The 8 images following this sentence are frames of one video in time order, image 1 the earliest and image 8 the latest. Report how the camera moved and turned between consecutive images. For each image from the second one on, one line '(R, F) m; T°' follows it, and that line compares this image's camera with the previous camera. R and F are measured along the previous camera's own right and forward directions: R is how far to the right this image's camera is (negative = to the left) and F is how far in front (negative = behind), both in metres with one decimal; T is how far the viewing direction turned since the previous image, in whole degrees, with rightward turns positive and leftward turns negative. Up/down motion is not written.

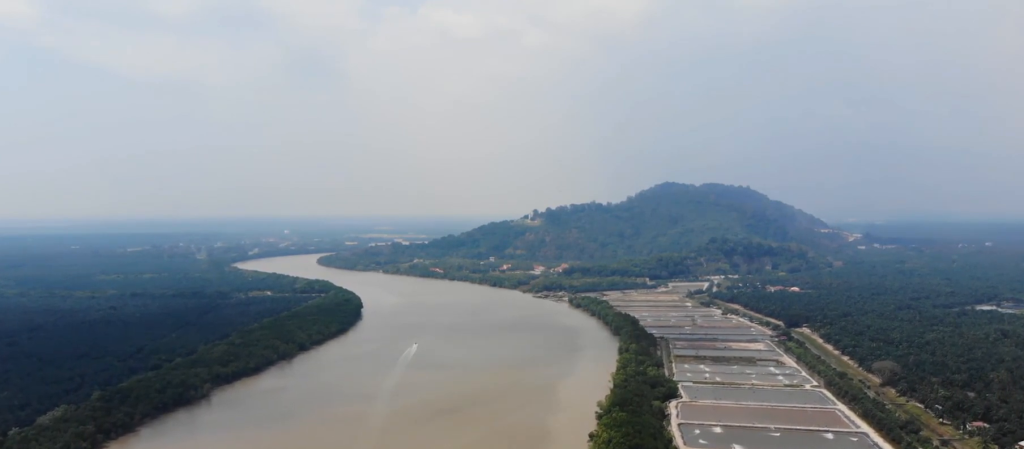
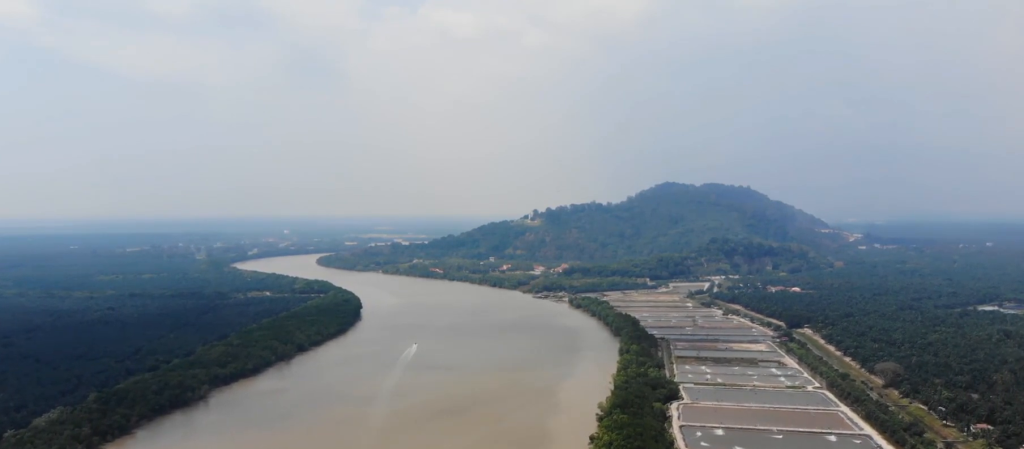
(0.0, +5.6) m; 0°
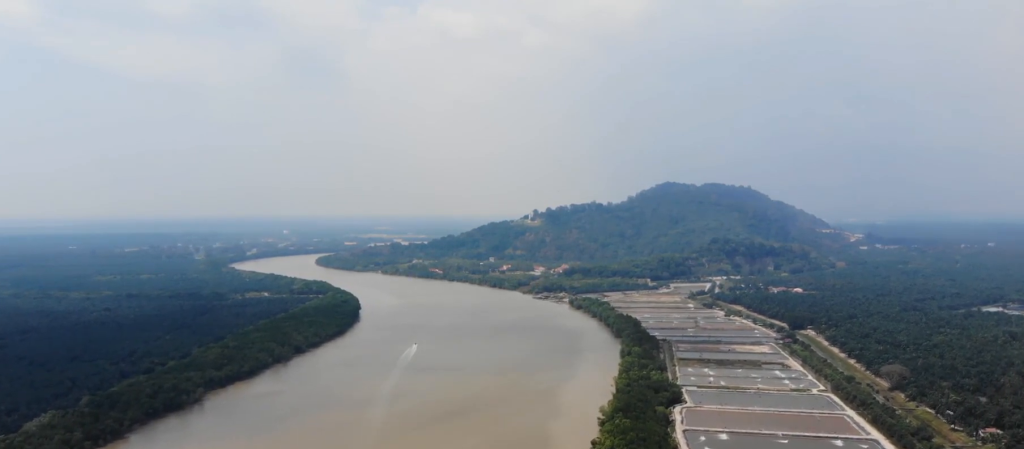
(0.0, +11.6) m; 0°
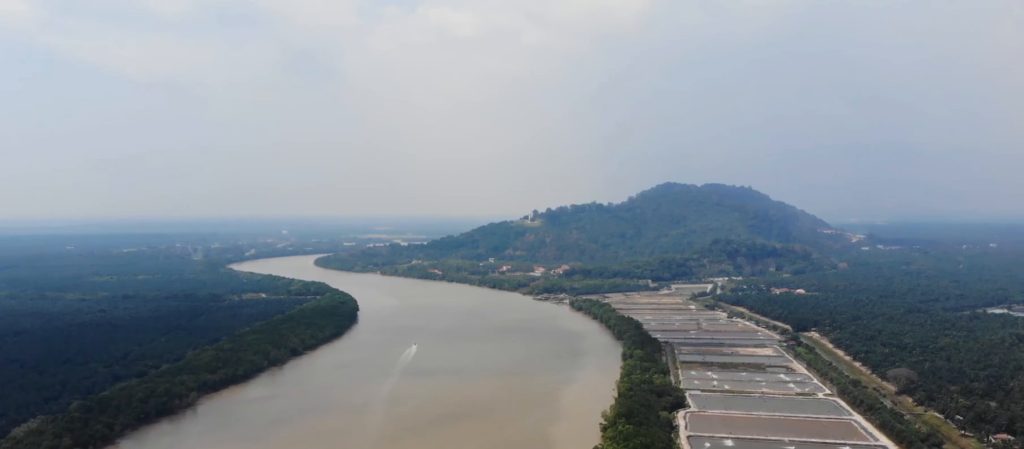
(0.0, +14.1) m; 0°
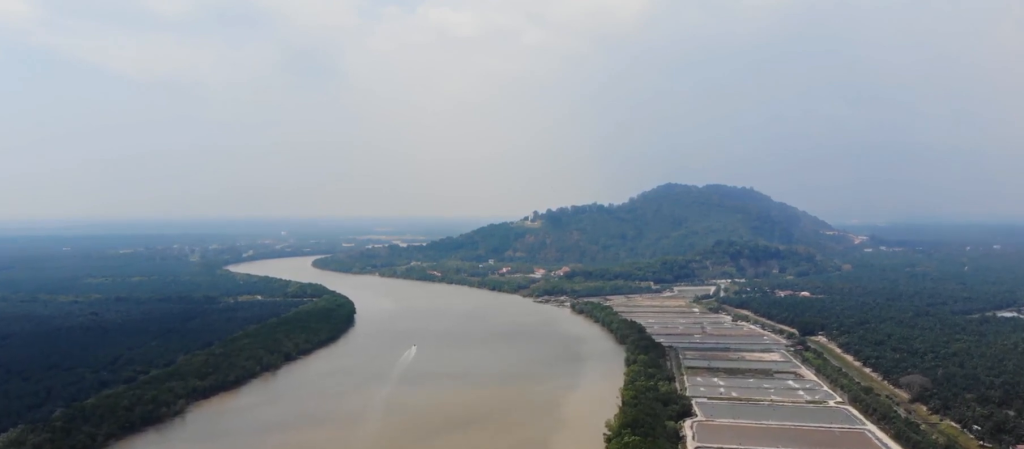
(0.0, +24.0) m; 0°
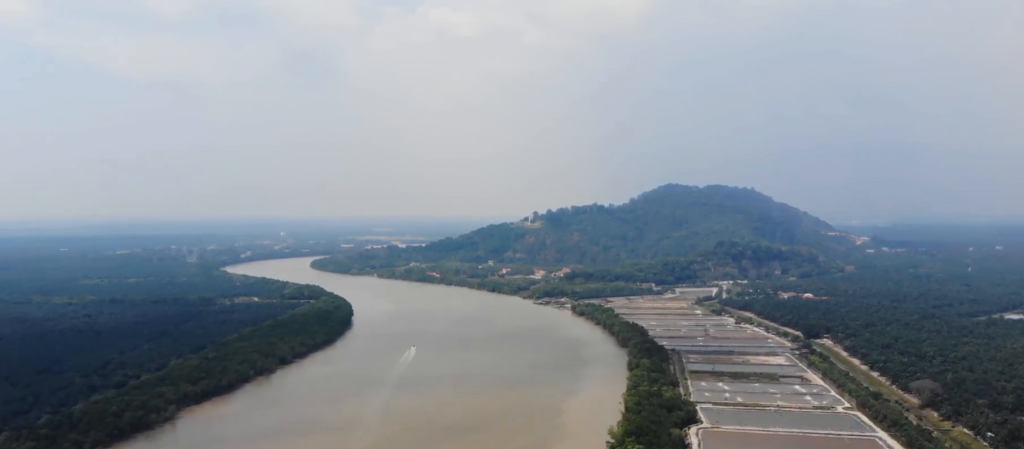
(0.0, +17.6) m; 0°
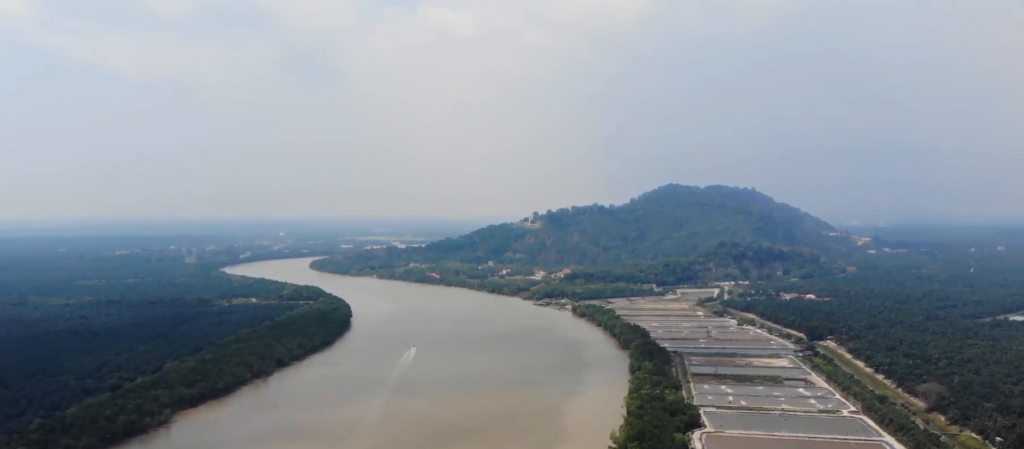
(0.0, +10.8) m; 0°
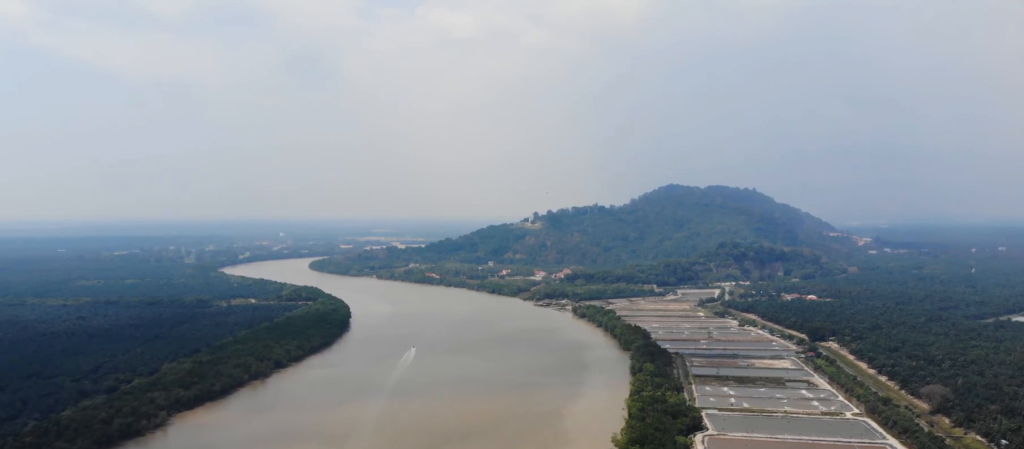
(0.0, +6.5) m; 0°
